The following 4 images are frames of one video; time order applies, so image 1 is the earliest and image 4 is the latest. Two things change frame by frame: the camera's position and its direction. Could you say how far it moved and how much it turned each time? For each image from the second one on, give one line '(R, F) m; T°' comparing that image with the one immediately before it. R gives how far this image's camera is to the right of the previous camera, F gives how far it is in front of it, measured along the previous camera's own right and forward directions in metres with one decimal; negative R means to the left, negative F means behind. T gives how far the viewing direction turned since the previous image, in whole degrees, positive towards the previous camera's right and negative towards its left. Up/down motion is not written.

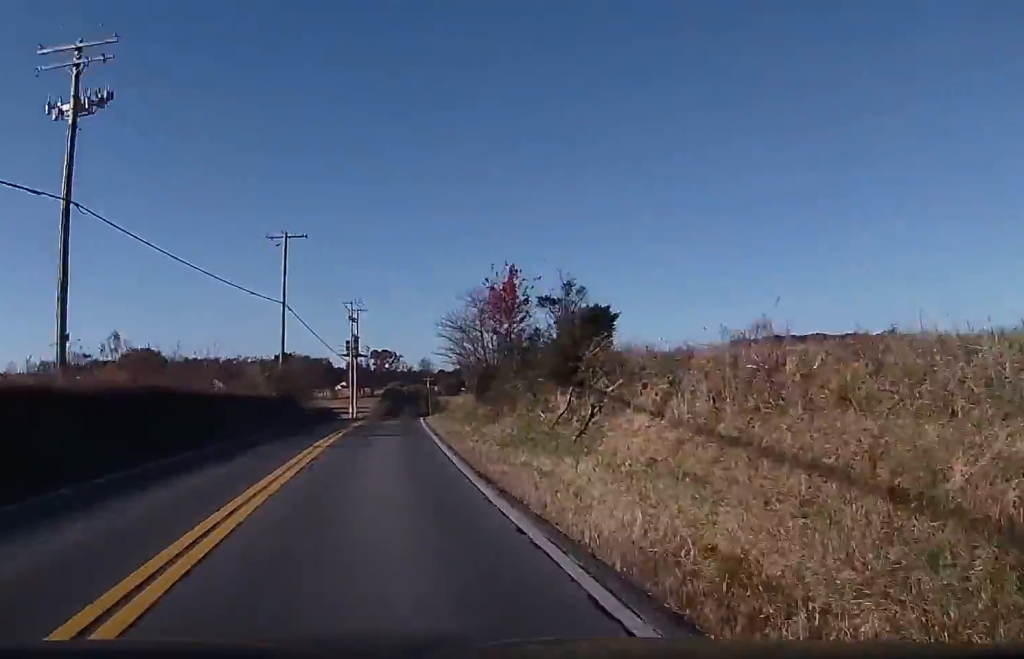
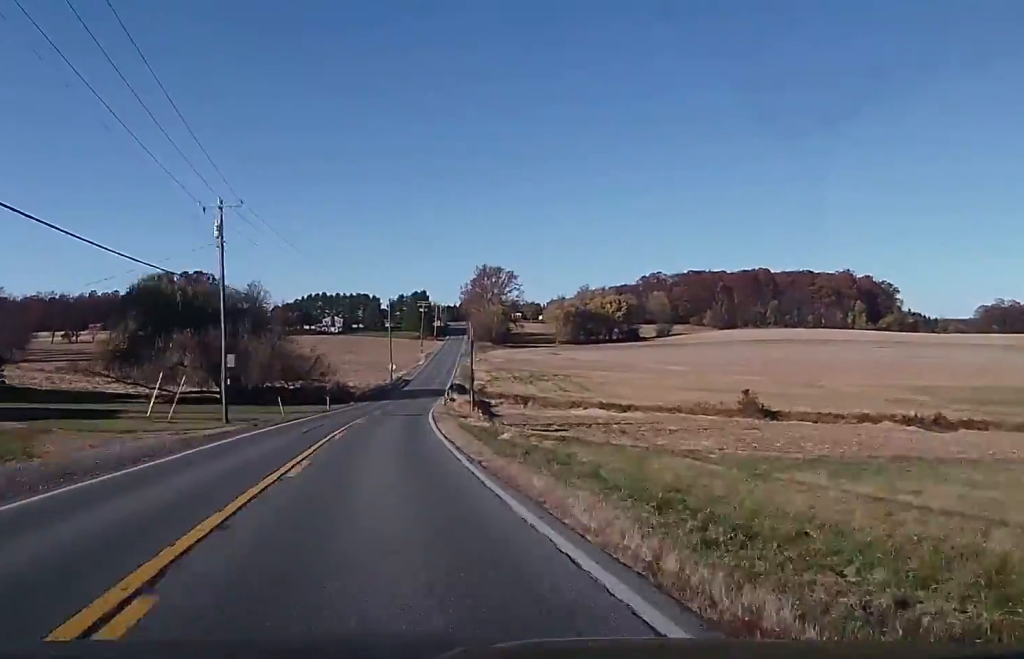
(+13.0, +141.2) m; +11°
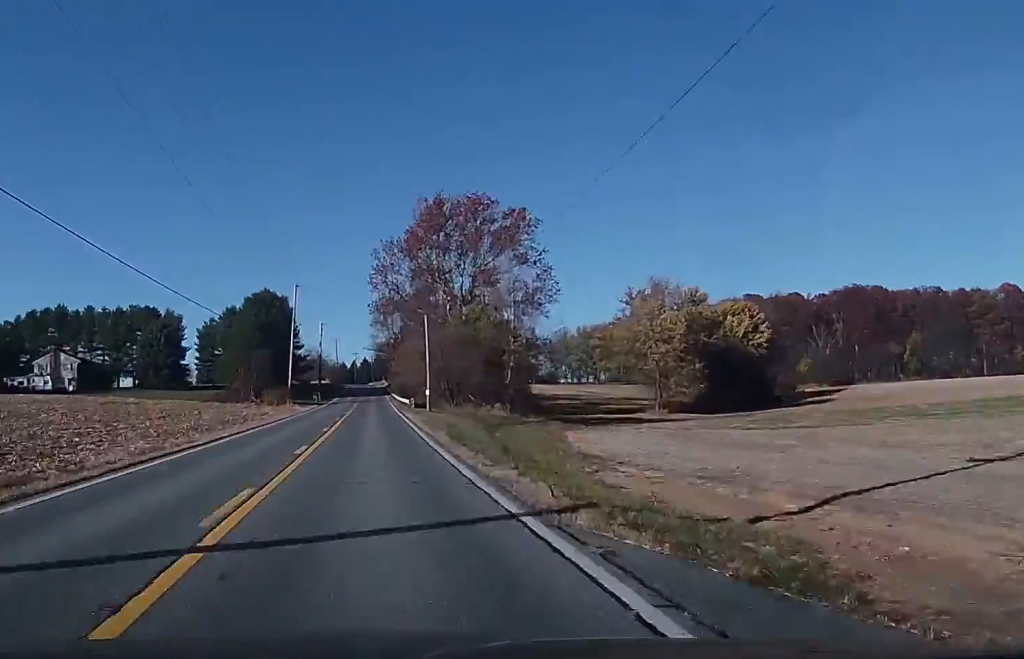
(+12.0, +211.8) m; +5°
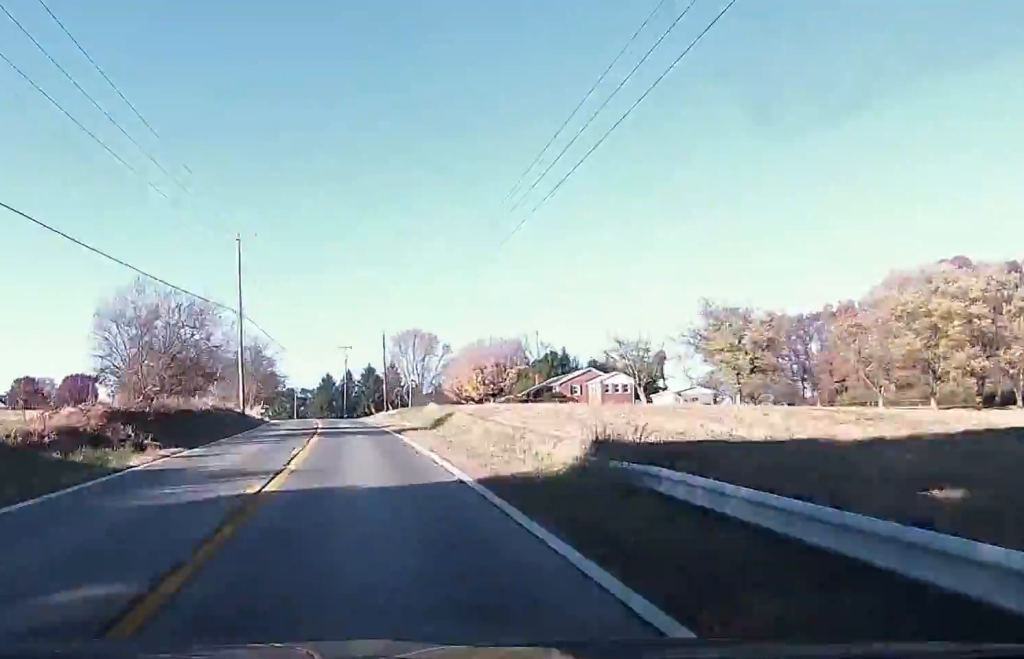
(+0.2, +166.4) m; -3°
